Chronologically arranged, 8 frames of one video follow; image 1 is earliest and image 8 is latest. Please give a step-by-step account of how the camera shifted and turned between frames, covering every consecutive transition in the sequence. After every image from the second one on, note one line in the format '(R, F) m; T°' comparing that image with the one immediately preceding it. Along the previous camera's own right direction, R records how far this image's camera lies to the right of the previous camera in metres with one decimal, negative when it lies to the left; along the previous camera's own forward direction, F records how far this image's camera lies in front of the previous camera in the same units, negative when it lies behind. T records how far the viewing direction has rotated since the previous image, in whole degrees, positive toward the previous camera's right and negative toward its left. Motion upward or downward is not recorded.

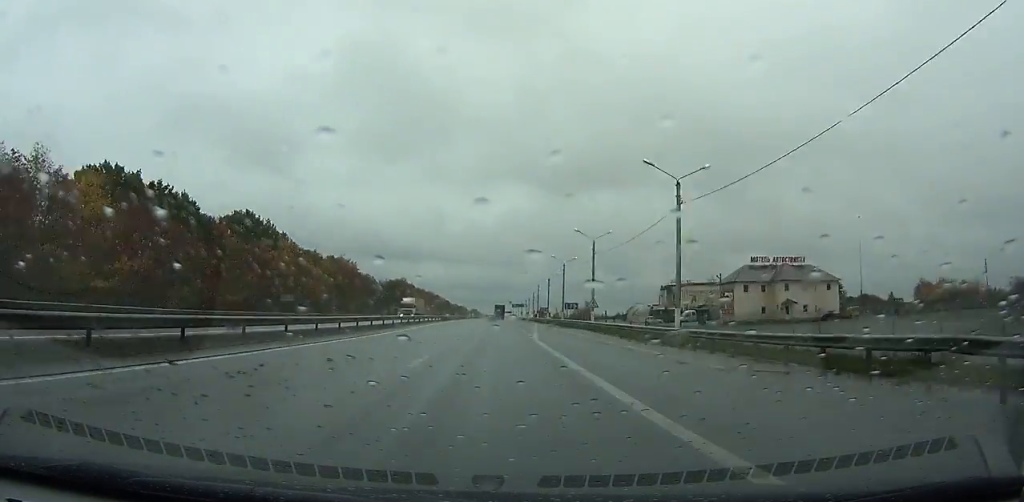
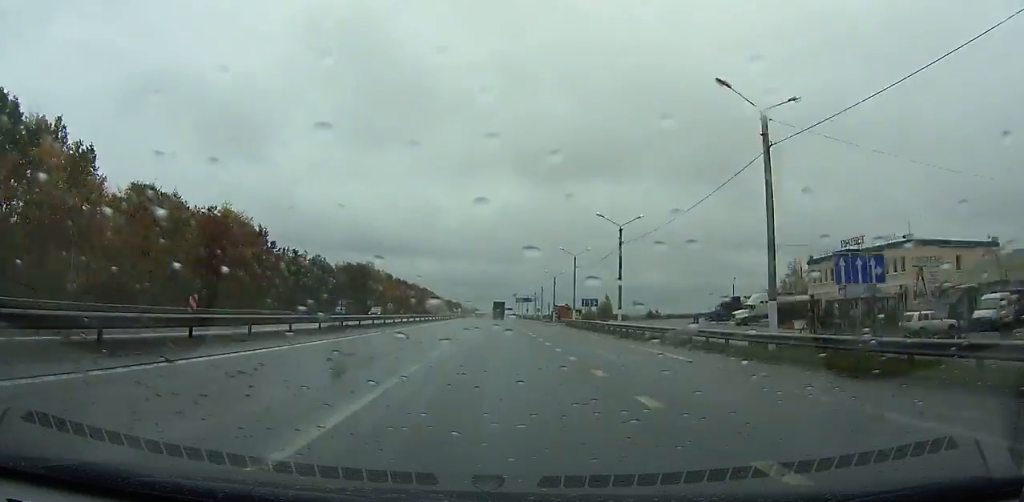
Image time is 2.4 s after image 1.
(-0.1, +61.6) m; 0°
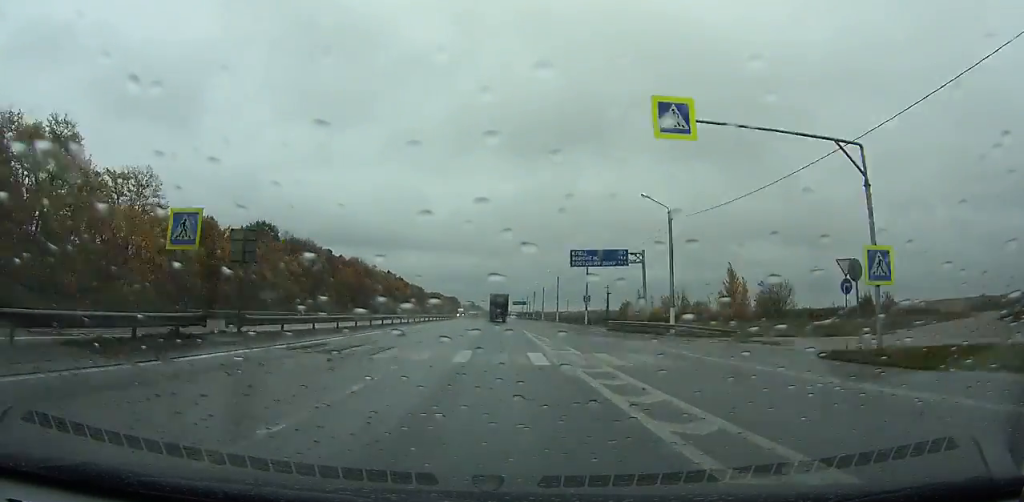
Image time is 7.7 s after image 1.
(0.0, +139.5) m; -1°
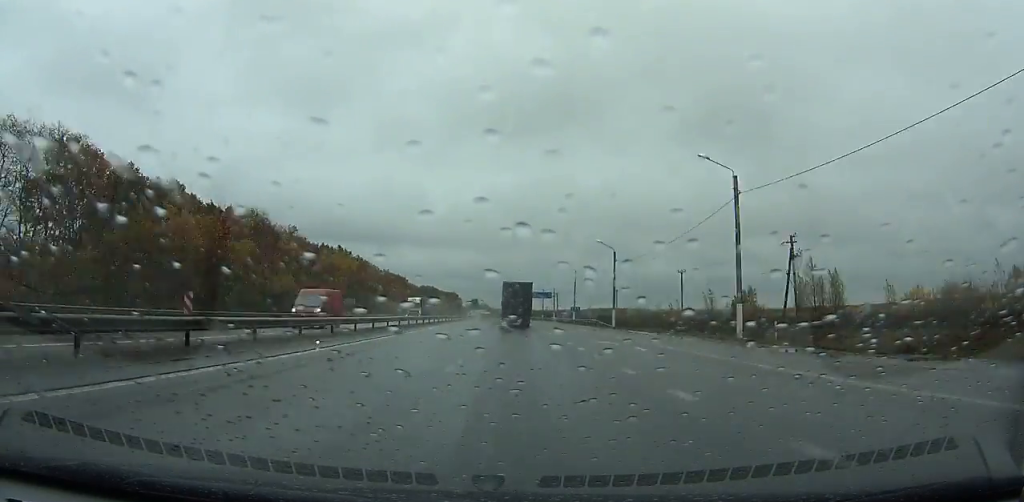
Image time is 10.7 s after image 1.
(-0.7, +82.4) m; -1°
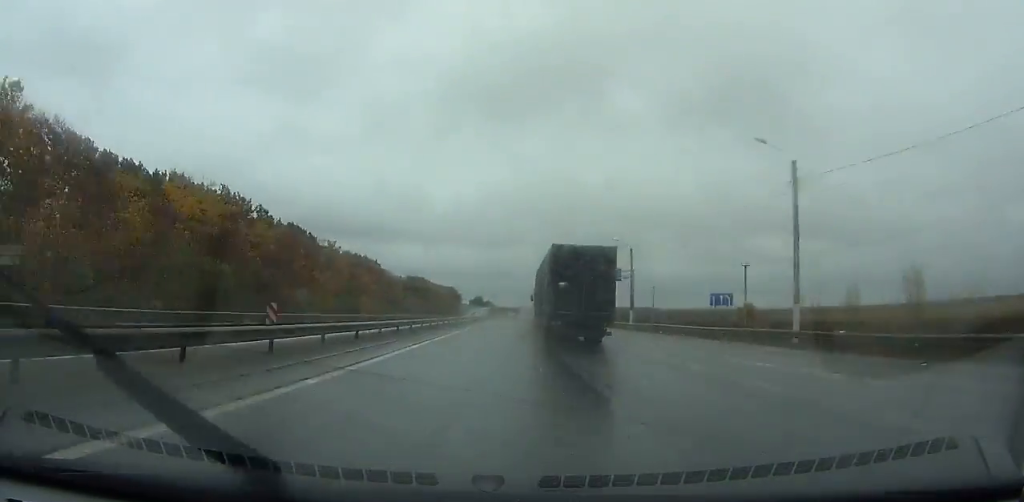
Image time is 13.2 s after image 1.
(-0.2, +71.3) m; 0°
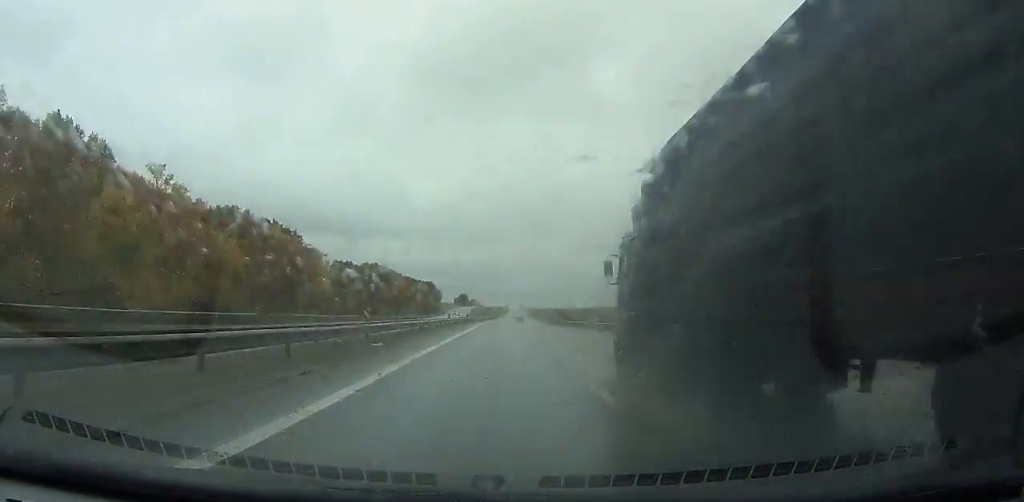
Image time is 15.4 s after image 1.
(-0.1, +64.6) m; +1°
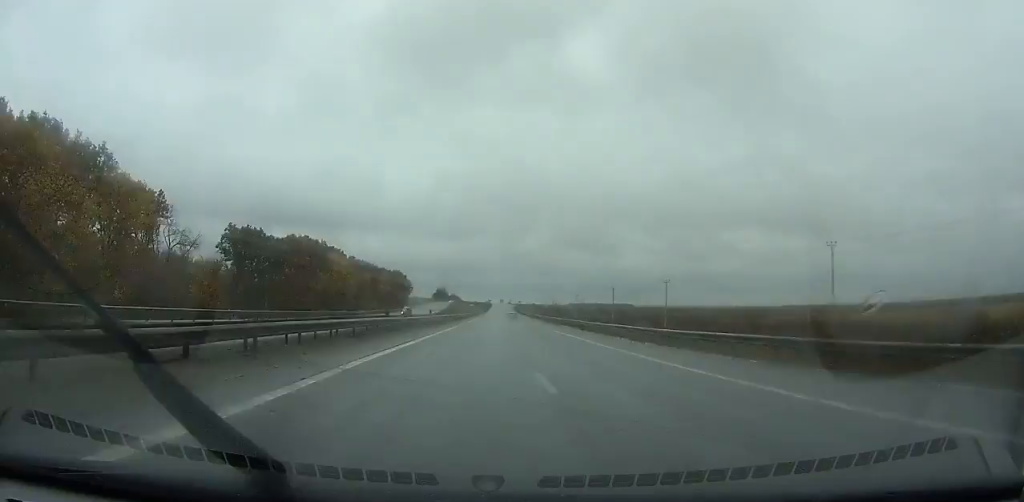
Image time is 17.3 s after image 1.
(+0.9, +57.7) m; +1°
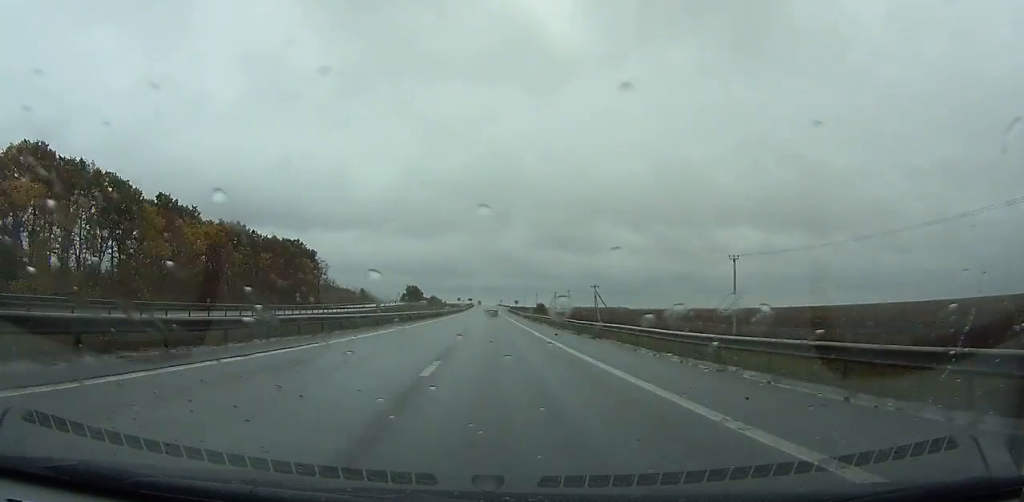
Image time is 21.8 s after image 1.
(+2.7, +138.6) m; +1°
